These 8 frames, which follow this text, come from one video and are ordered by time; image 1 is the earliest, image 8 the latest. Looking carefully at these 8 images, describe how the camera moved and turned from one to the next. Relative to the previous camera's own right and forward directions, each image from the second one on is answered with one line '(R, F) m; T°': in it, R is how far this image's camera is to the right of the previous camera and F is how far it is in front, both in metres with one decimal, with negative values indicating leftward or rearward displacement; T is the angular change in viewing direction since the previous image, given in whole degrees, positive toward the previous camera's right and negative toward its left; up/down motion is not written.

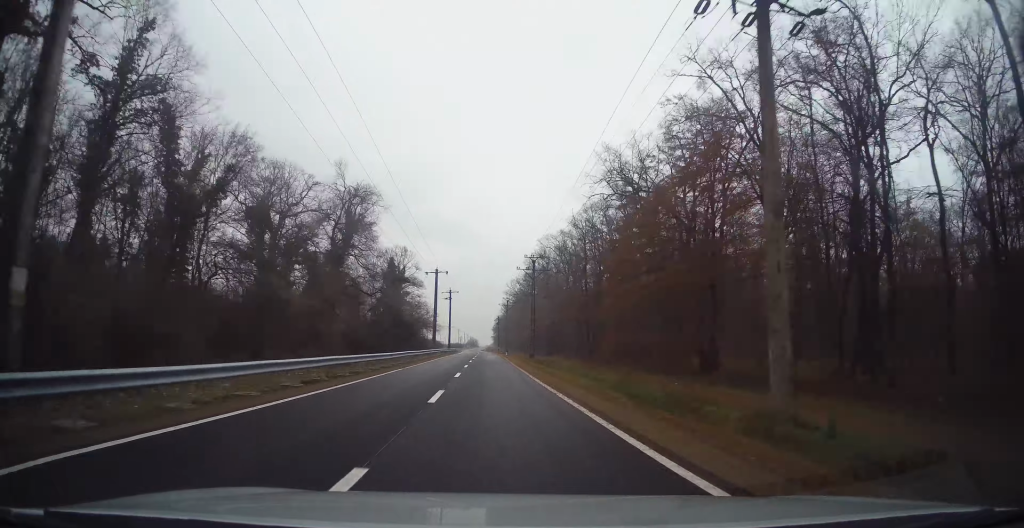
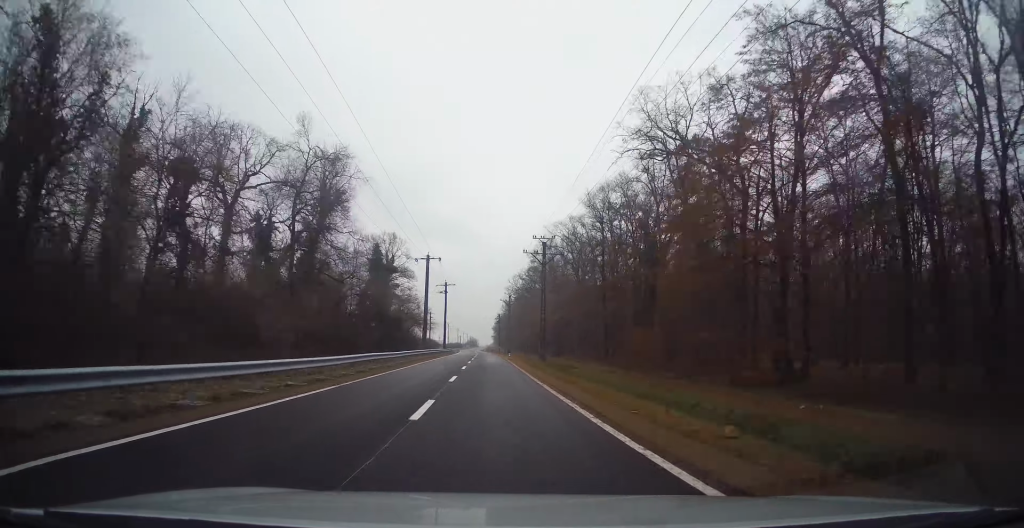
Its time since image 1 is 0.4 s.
(+0.2, +12.0) m; 0°
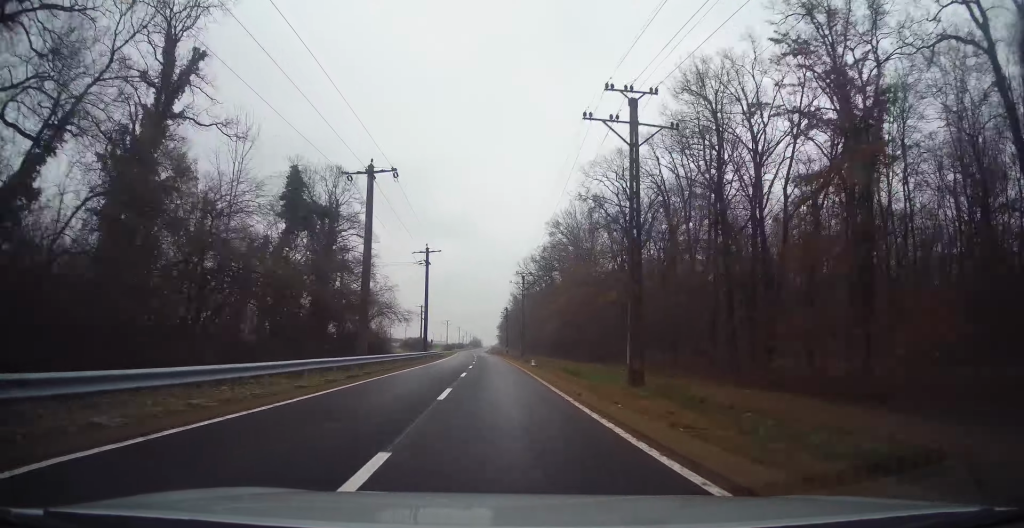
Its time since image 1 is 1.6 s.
(0.0, +31.9) m; -1°
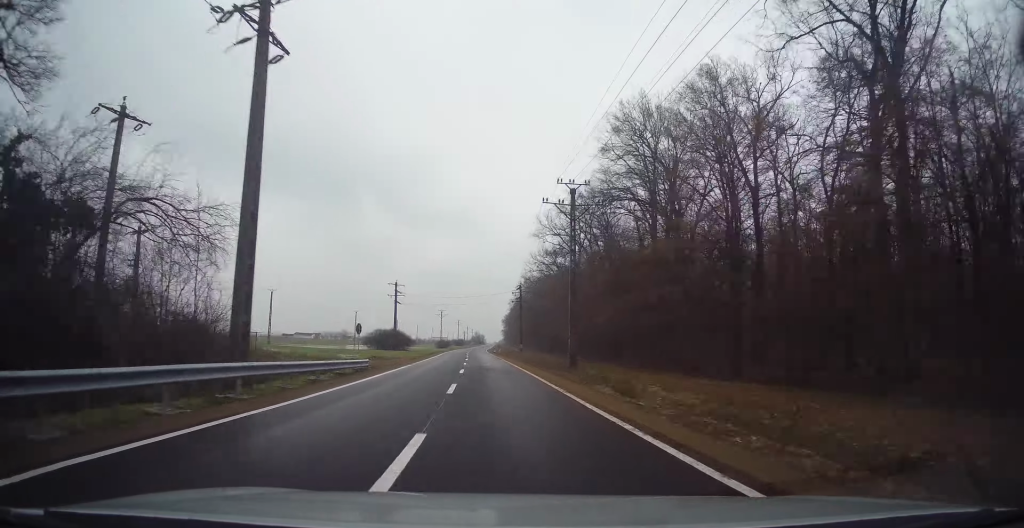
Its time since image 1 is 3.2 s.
(-0.2, +43.0) m; 0°
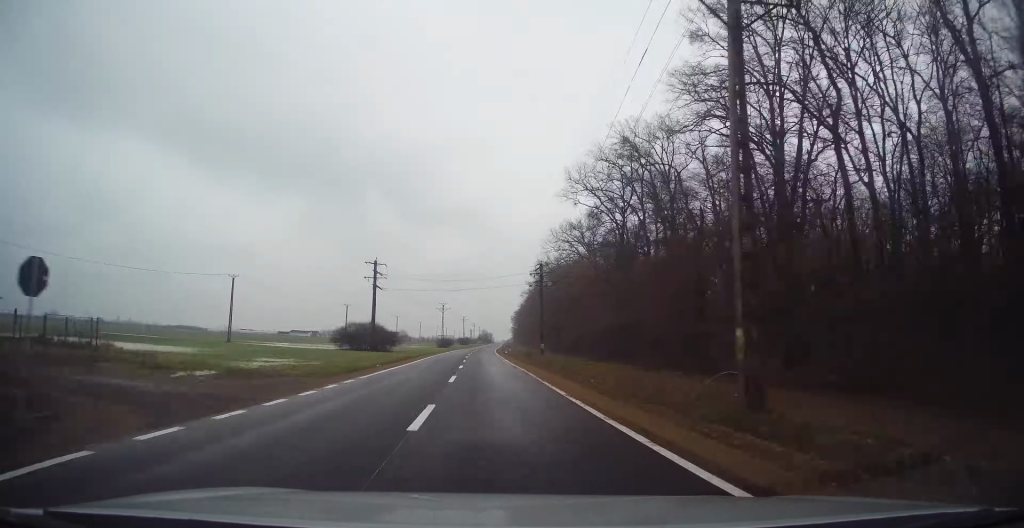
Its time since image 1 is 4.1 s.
(+0.5, +24.1) m; -1°
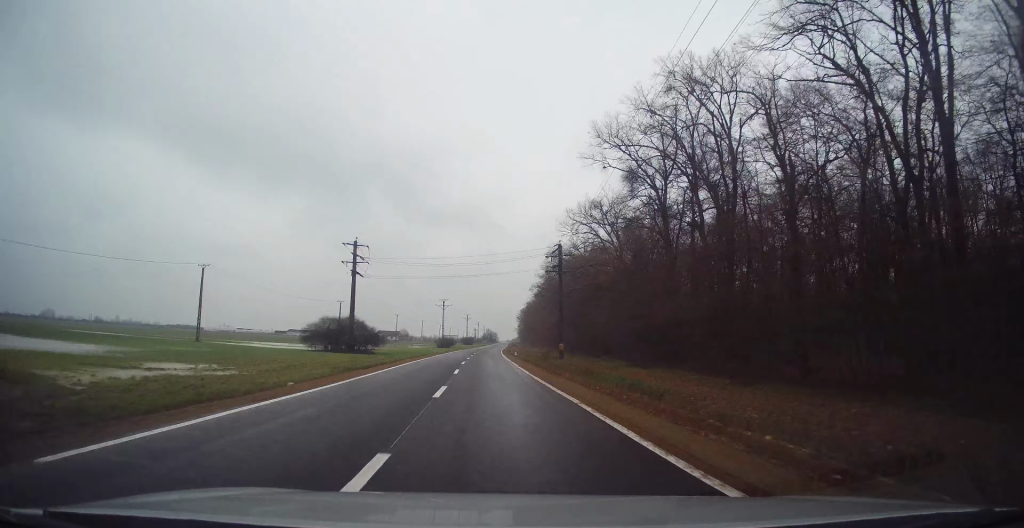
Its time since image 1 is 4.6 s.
(-0.5, +13.2) m; -1°
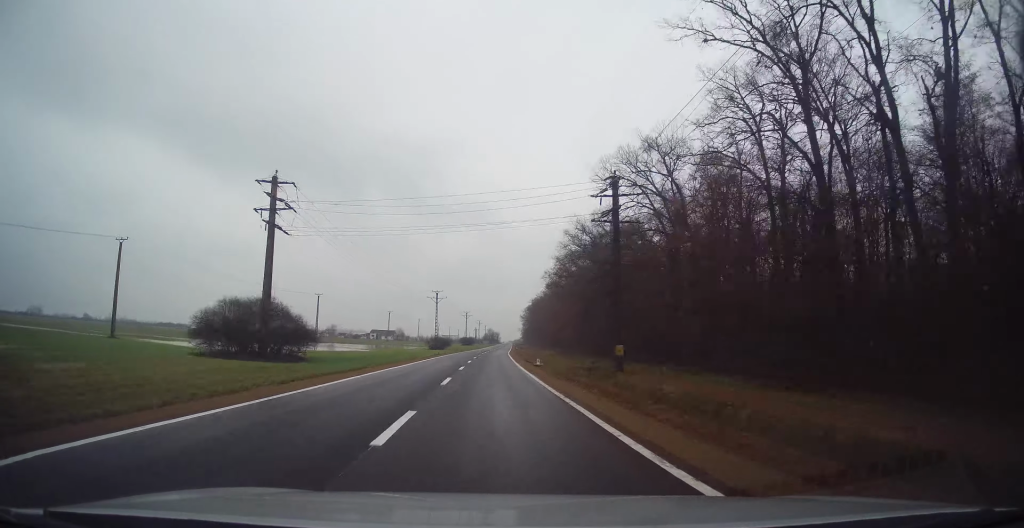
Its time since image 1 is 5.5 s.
(-0.2, +24.4) m; 0°
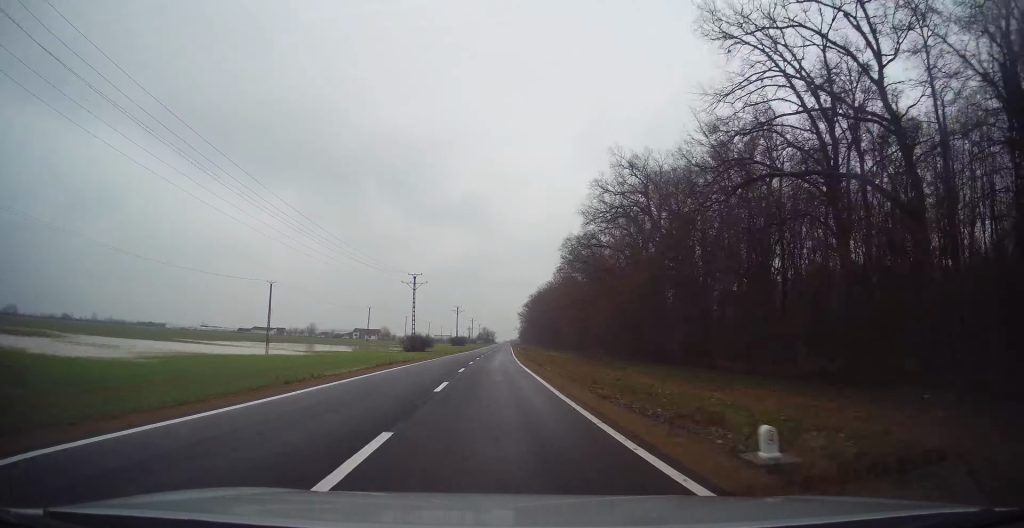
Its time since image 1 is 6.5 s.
(+0.3, +28.9) m; +1°
